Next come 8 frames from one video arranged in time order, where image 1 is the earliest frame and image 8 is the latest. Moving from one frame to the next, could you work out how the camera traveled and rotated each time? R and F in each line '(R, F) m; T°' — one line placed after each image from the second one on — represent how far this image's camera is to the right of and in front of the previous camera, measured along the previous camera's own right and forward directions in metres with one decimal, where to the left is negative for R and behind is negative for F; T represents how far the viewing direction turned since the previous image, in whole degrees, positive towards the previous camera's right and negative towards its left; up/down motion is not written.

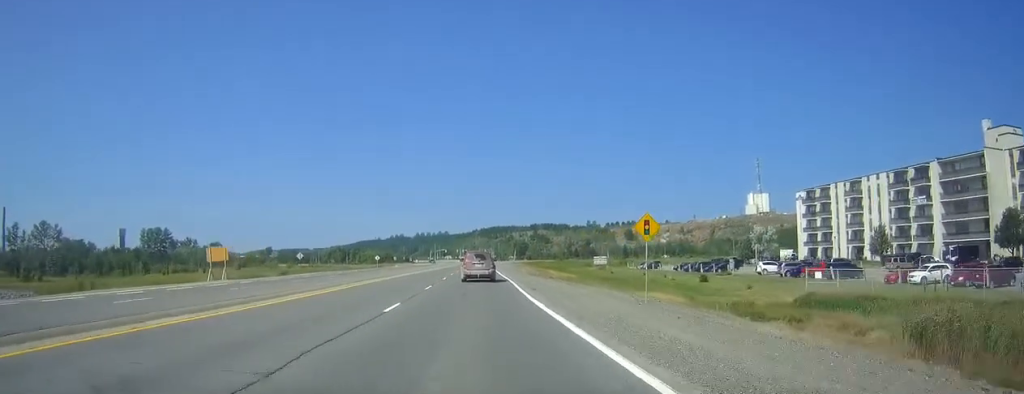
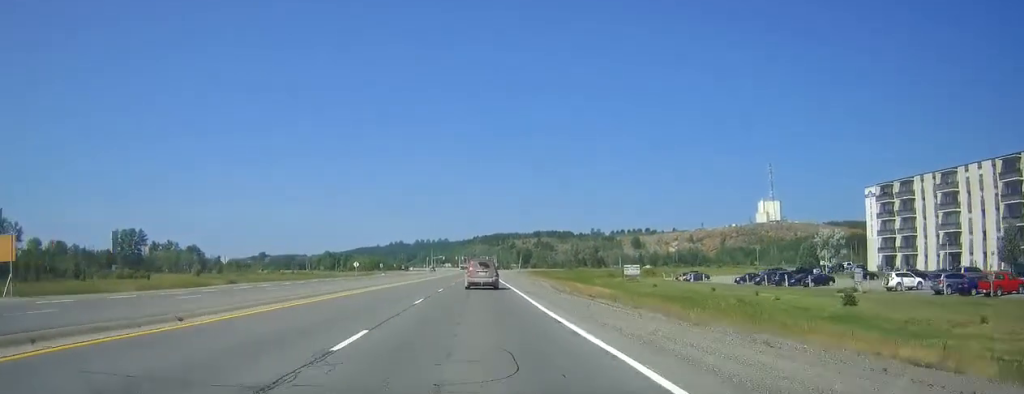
(-0.1, +31.1) m; 0°
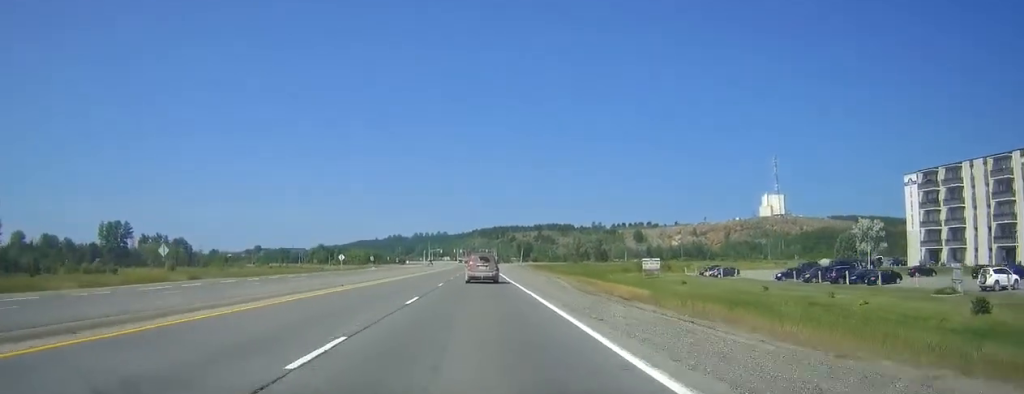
(0.0, +14.6) m; 0°
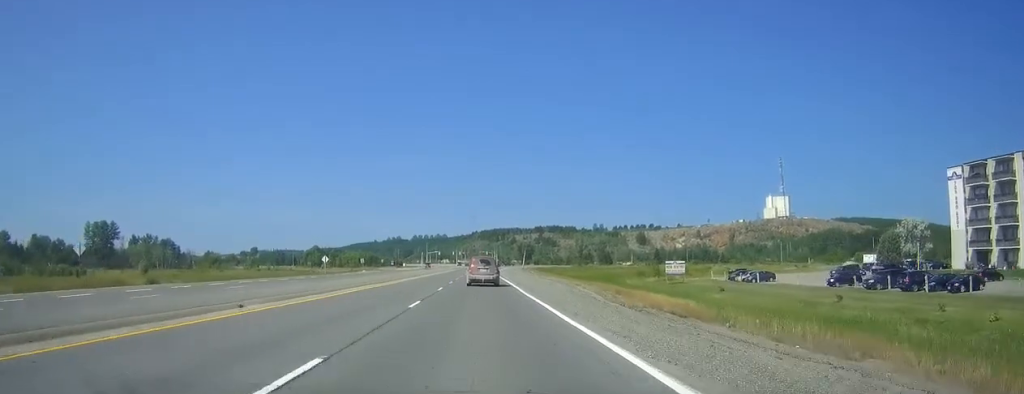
(0.0, +13.6) m; 0°
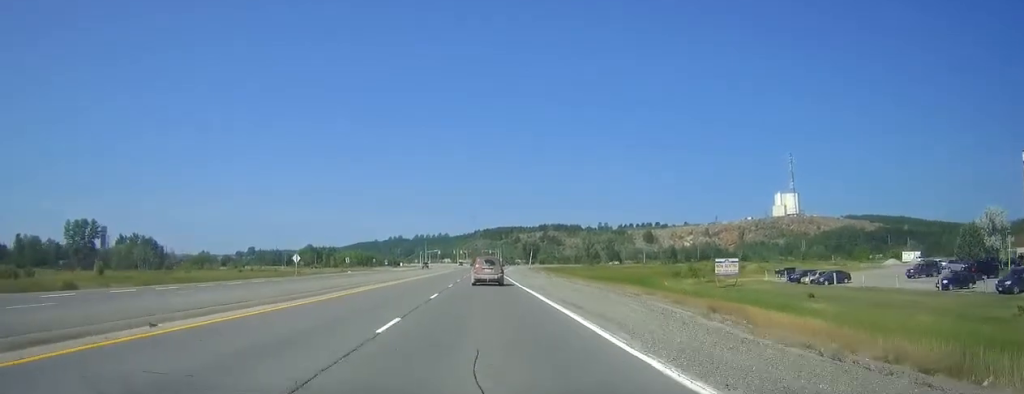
(+0.1, +19.8) m; 0°
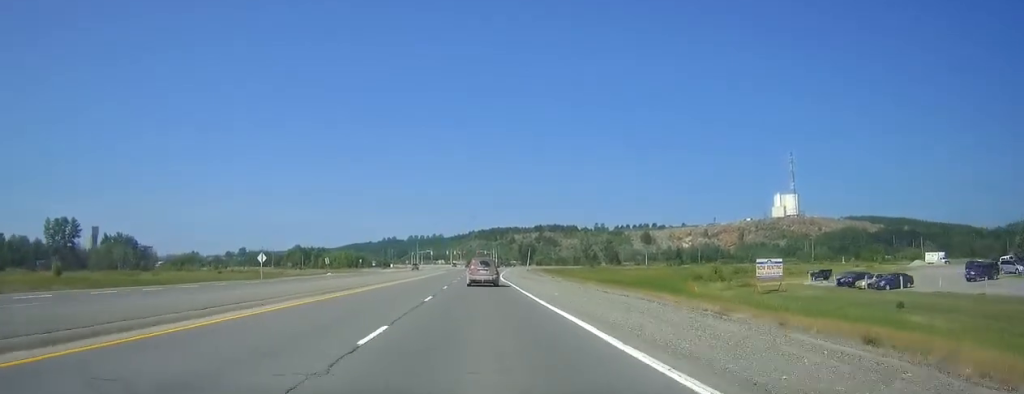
(0.0, +13.3) m; 0°
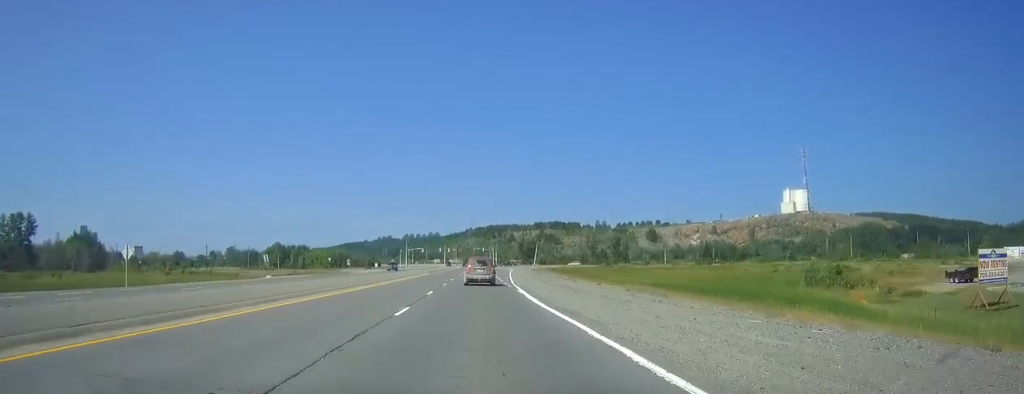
(-0.1, +32.5) m; 0°
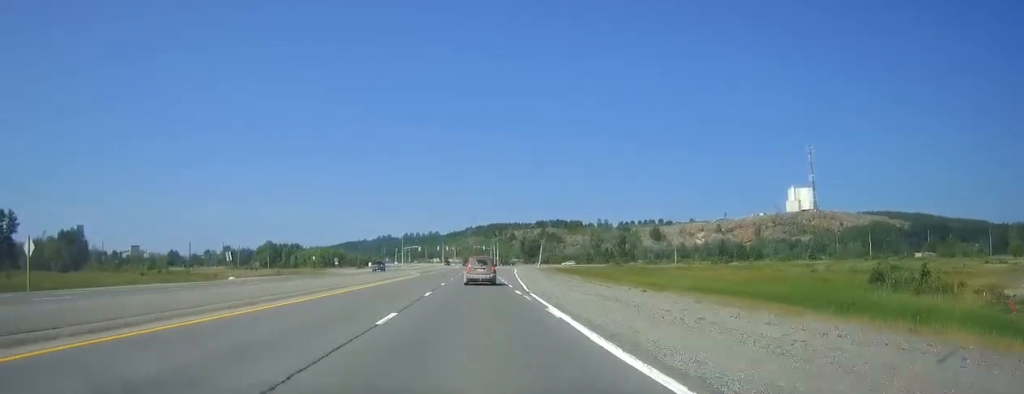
(0.0, +13.1) m; 0°
